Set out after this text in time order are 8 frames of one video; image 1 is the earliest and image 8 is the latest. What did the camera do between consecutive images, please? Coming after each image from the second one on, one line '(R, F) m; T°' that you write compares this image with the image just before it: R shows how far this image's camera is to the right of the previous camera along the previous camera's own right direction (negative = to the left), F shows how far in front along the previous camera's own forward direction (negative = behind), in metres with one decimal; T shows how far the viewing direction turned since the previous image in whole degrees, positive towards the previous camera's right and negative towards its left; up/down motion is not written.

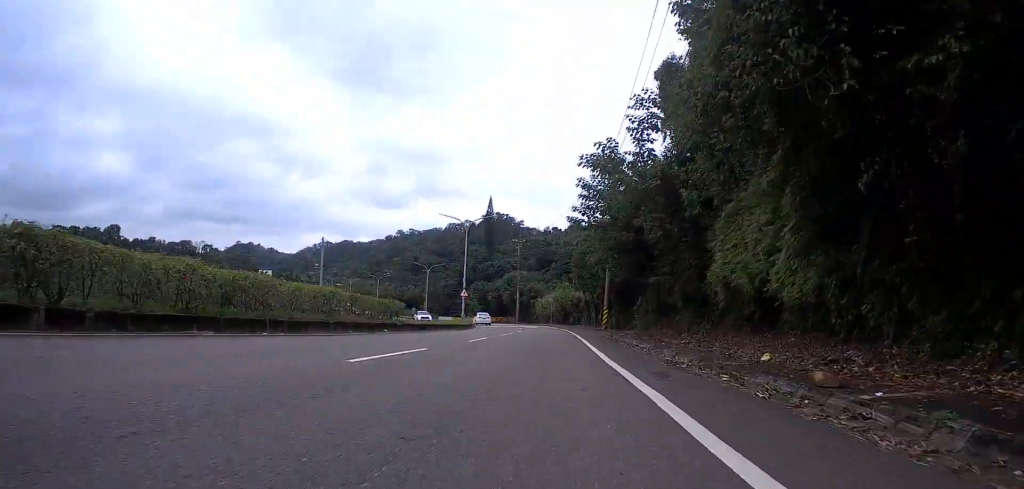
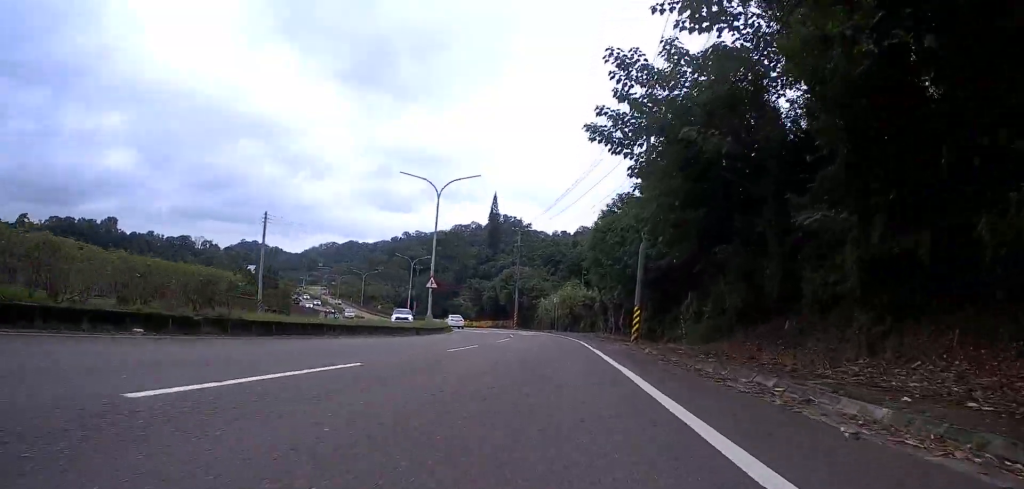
(-0.5, +14.1) m; -2°
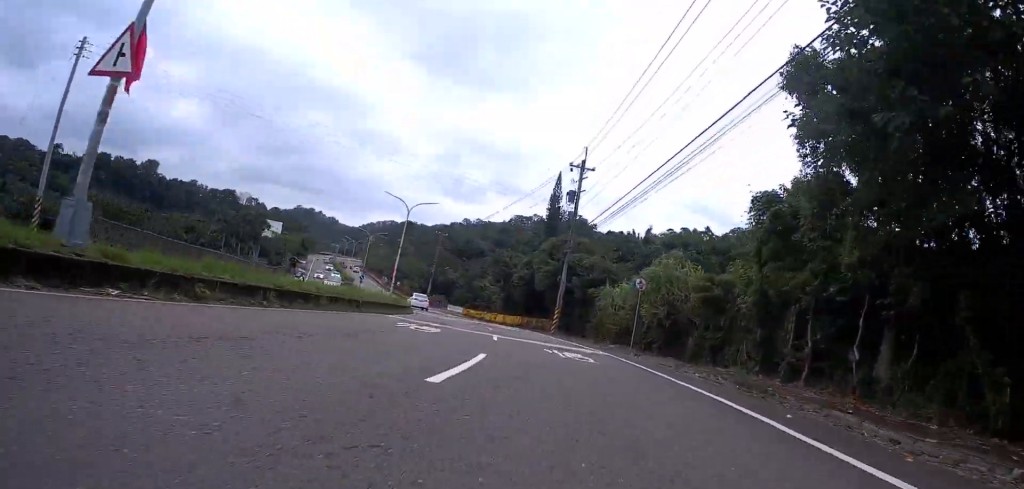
(-0.6, +27.8) m; -5°
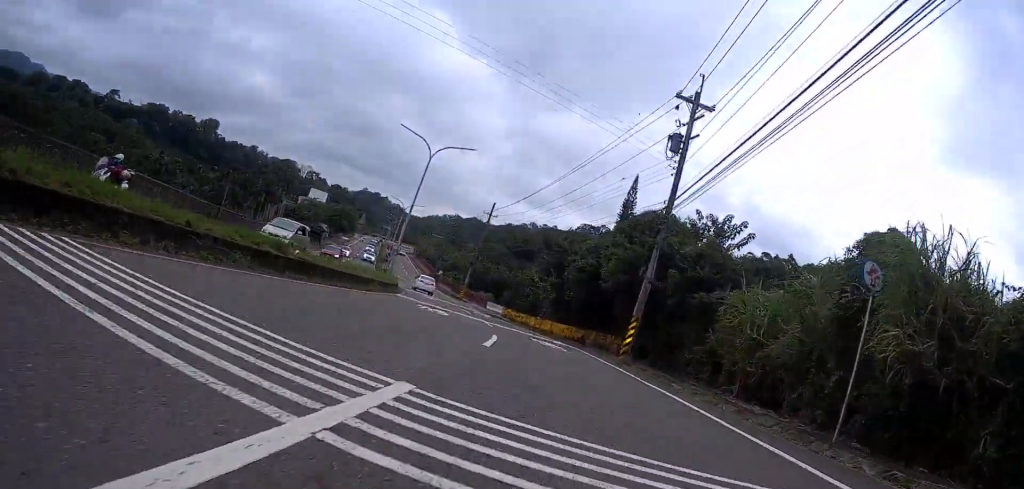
(-0.5, +15.2) m; -6°
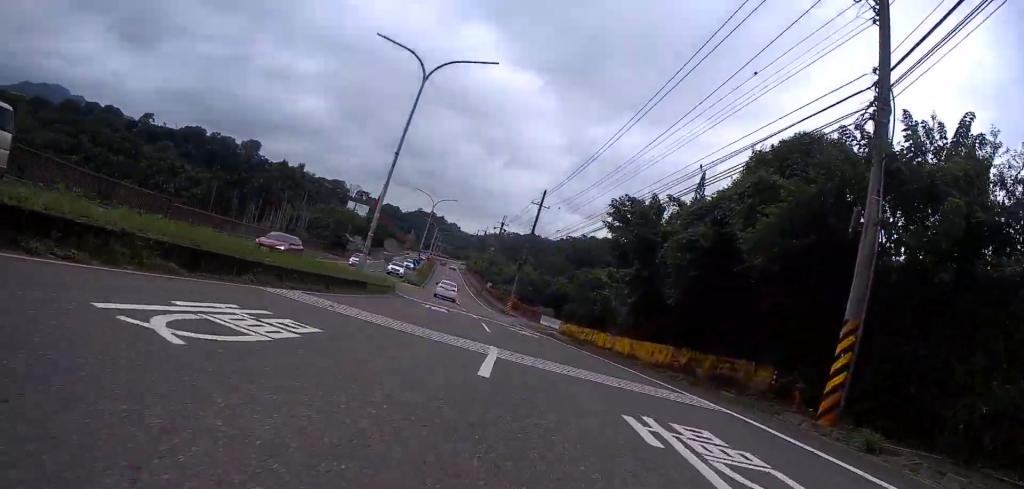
(-0.8, +14.1) m; -7°
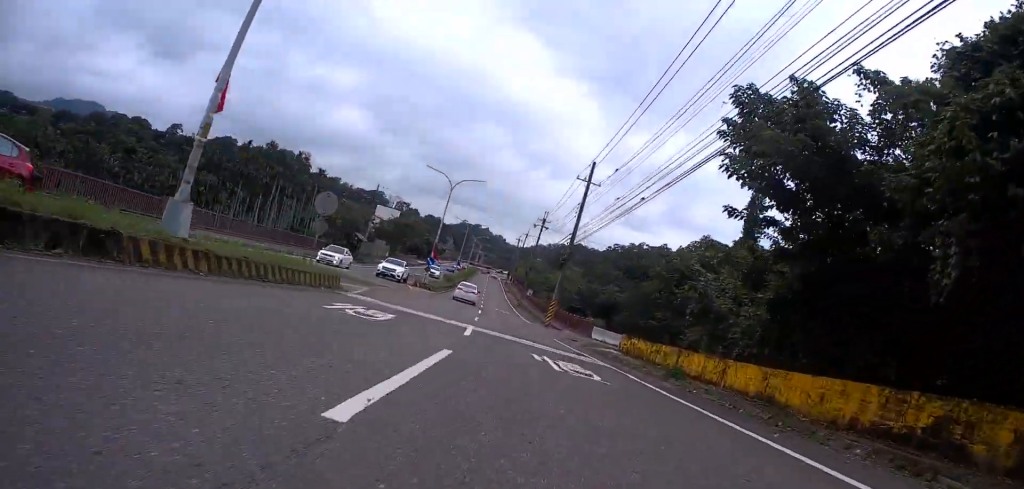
(-1.0, +13.3) m; -3°
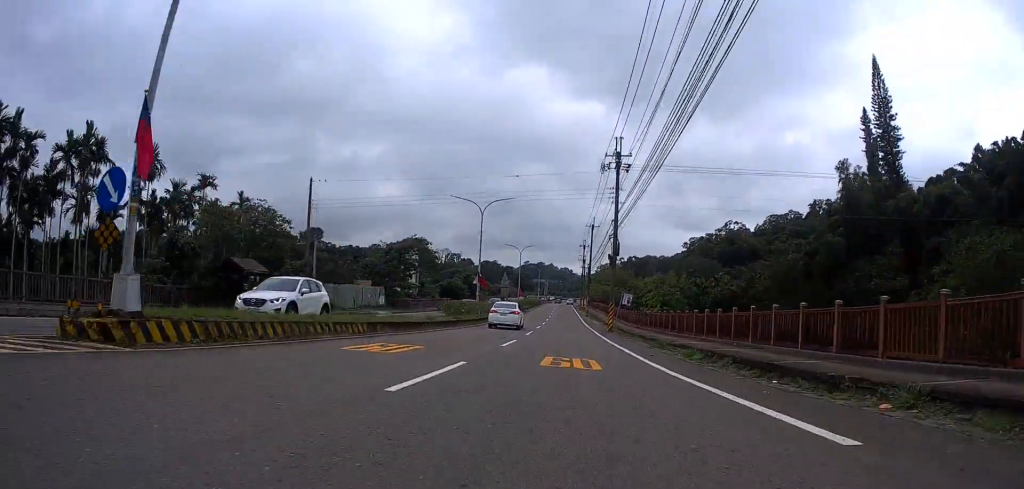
(-0.8, +42.3) m; -2°
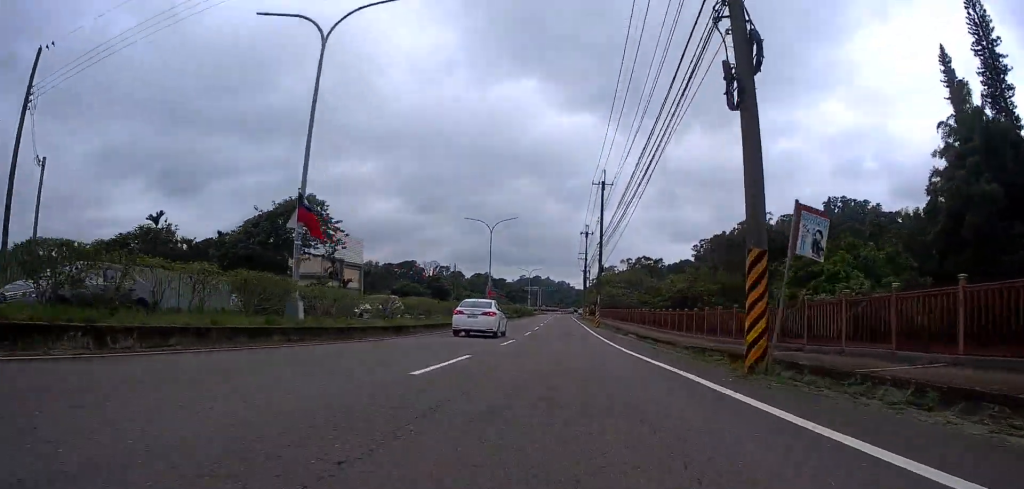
(-1.3, +34.2) m; -3°
